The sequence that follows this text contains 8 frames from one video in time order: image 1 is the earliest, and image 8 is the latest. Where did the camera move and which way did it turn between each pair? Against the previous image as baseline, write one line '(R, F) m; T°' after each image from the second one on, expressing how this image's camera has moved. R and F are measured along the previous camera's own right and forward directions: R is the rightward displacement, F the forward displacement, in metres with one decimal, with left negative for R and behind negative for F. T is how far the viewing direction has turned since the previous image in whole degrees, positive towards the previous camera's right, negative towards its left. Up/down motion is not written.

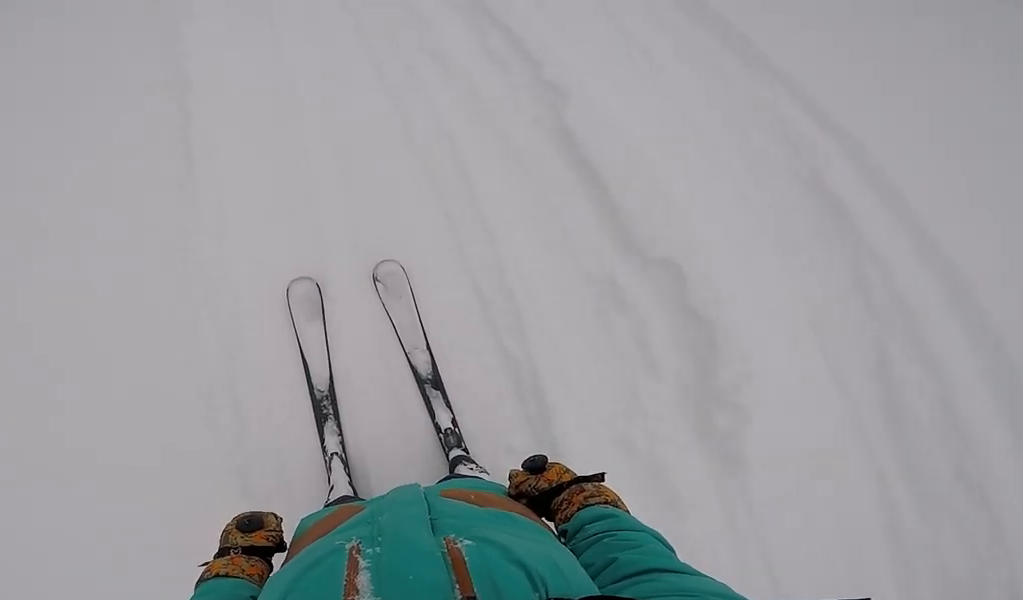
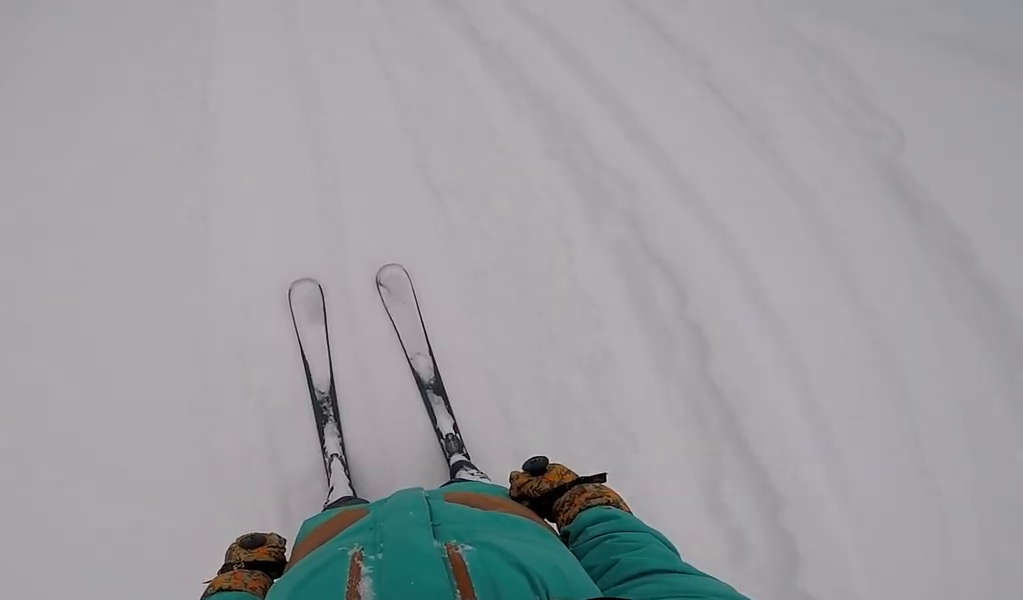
(+0.1, +2.4) m; -4°
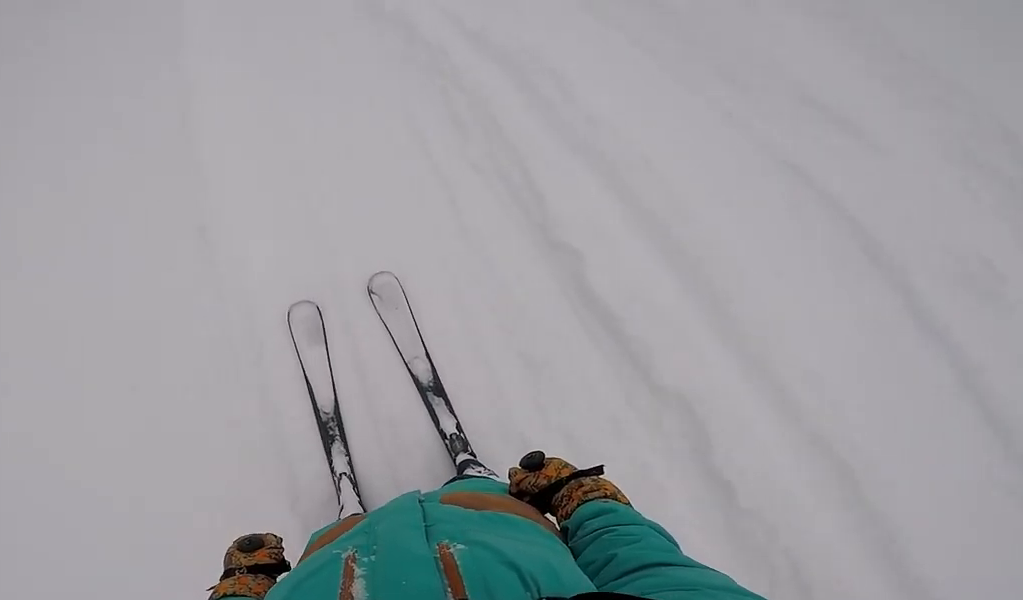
(0.0, +2.5) m; -3°
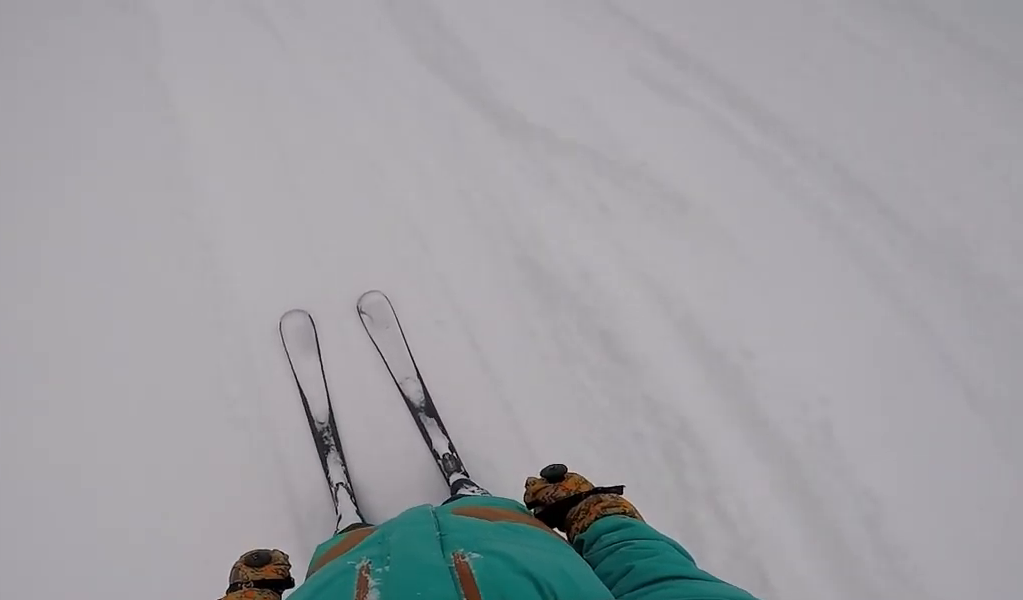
(-0.3, +1.9) m; 0°
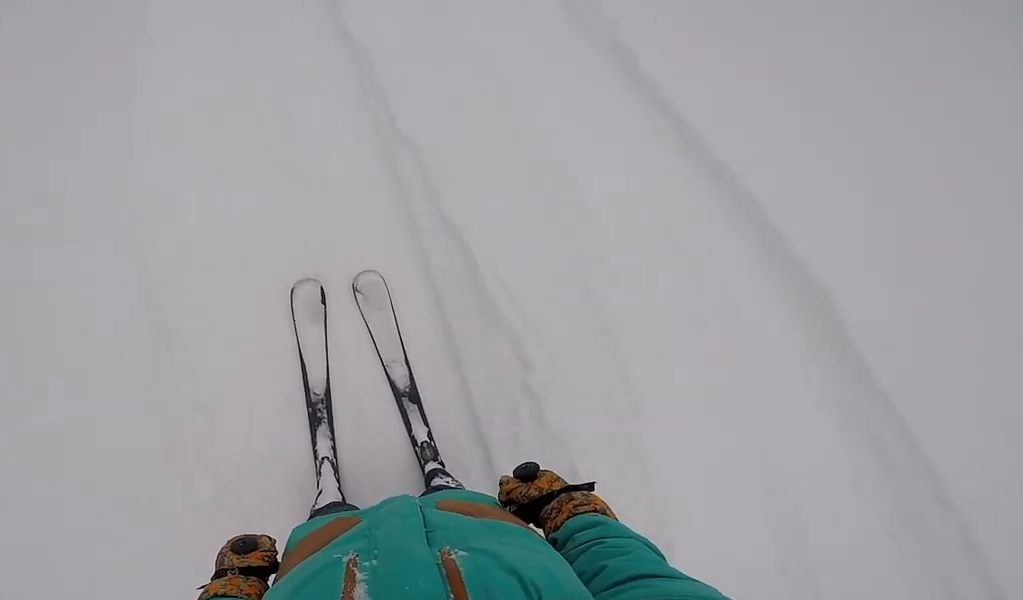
(+0.4, +6.6) m; +7°
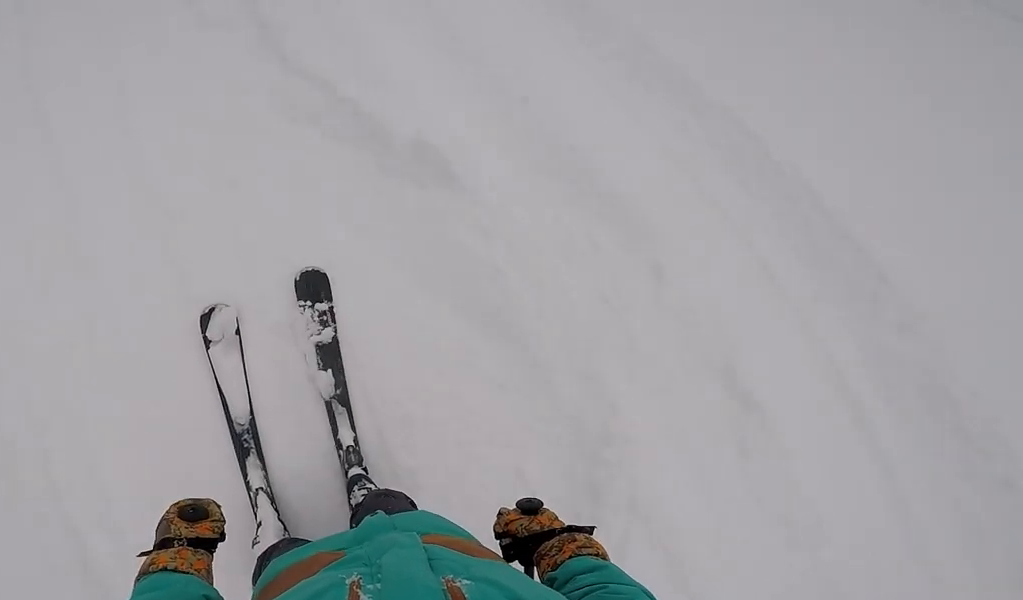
(+0.1, +9.1) m; +6°
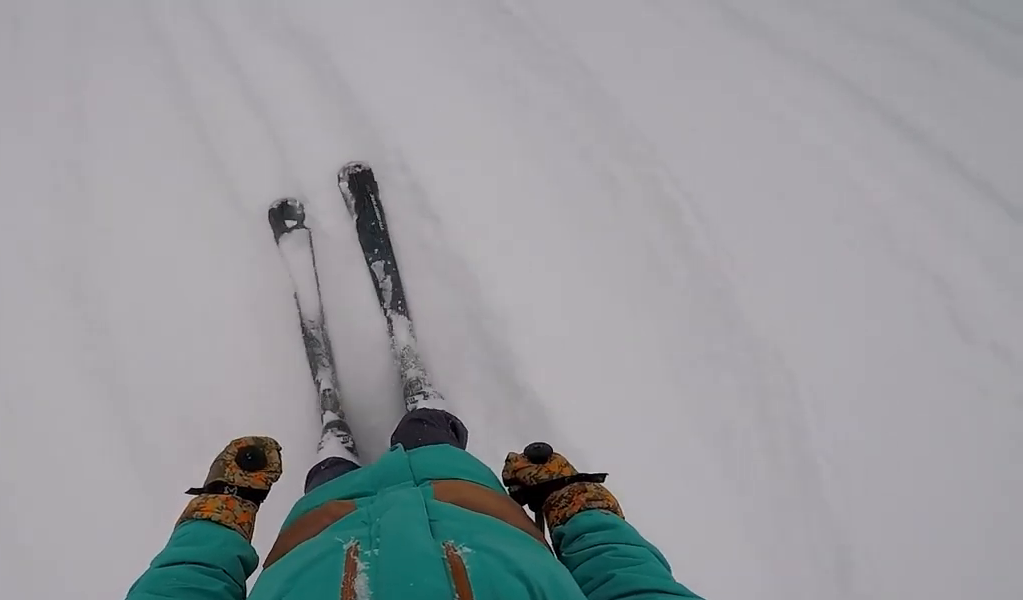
(+1.0, +7.6) m; +13°
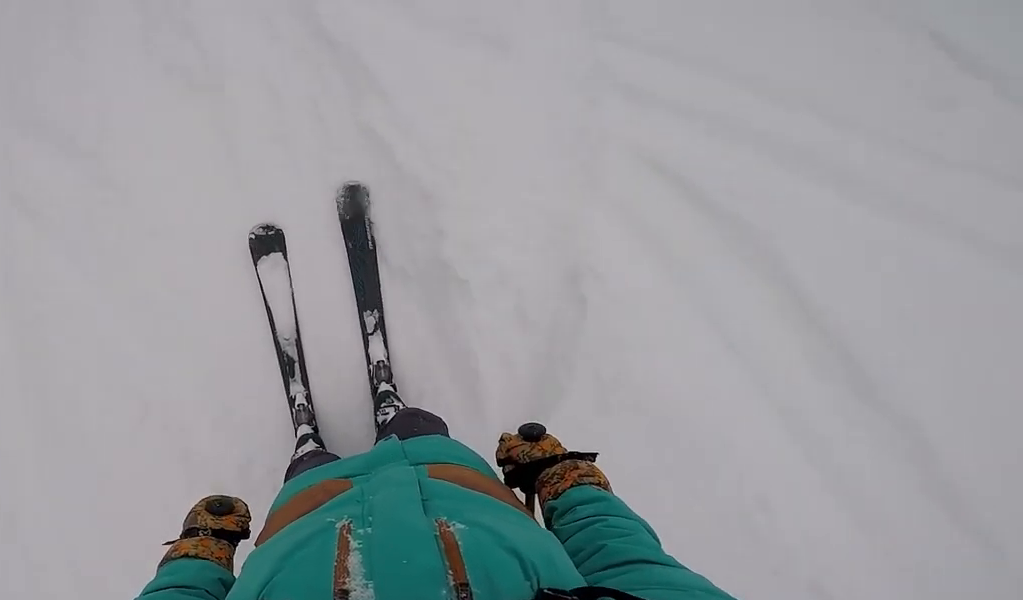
(-1.1, +9.8) m; -10°
